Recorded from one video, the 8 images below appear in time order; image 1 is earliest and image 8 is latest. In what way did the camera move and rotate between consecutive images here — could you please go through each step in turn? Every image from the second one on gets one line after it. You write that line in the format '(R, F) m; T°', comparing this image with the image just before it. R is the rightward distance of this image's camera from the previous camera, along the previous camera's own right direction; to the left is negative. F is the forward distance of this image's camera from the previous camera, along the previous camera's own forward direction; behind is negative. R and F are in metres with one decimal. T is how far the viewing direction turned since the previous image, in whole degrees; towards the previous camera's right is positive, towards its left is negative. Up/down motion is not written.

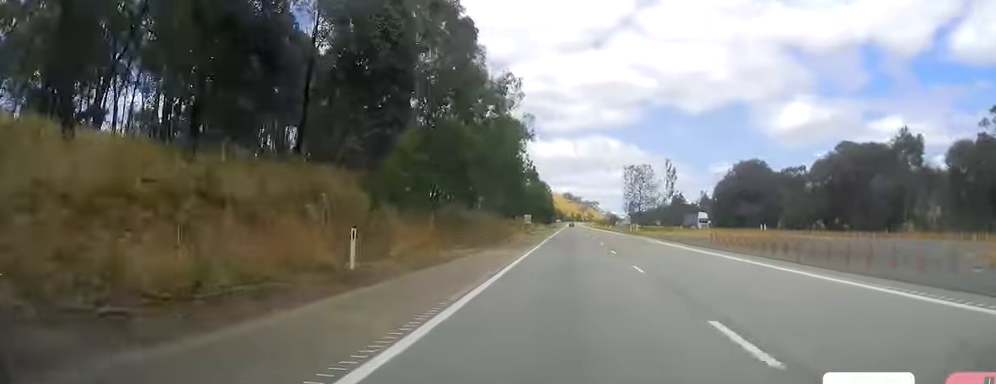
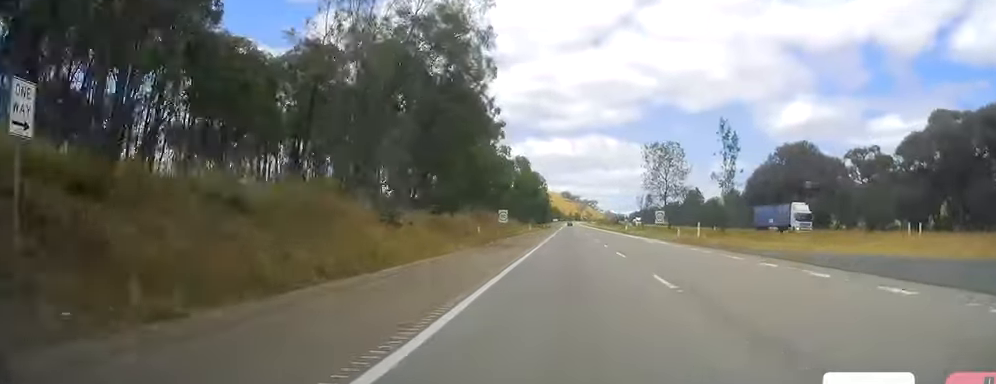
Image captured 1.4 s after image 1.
(-0.5, +40.2) m; -1°
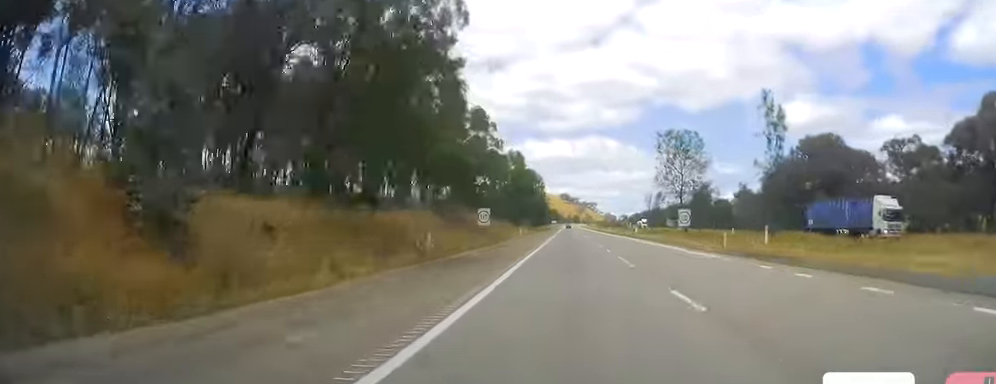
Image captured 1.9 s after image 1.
(0.0, +15.4) m; -1°
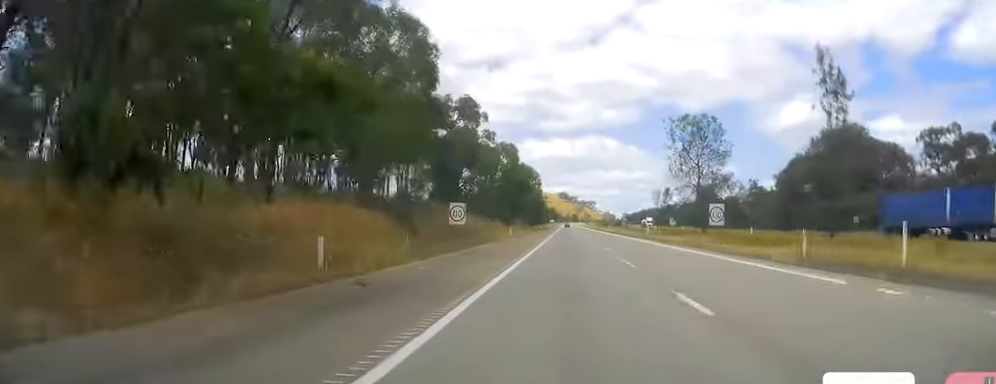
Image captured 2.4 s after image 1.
(+0.2, +12.5) m; -1°
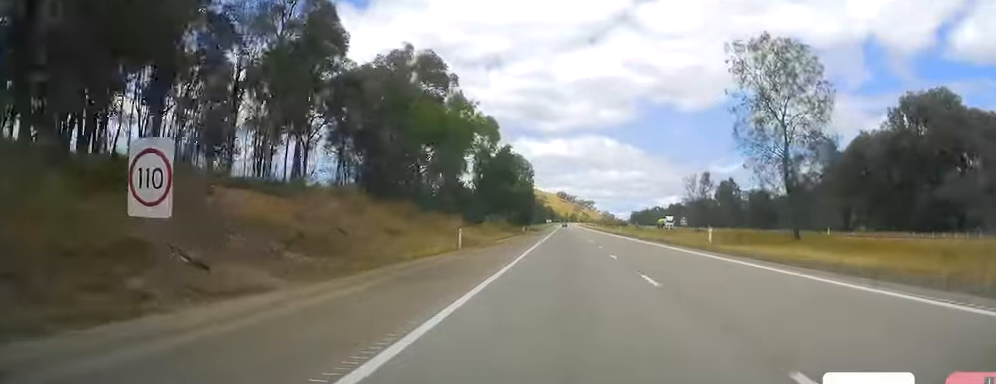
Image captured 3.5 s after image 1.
(-0.8, +31.6) m; +1°
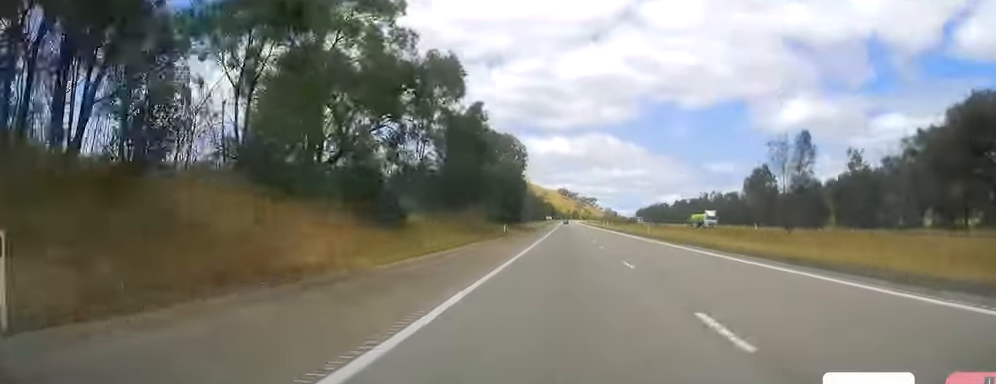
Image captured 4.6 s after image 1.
(+1.5, +31.7) m; +1°
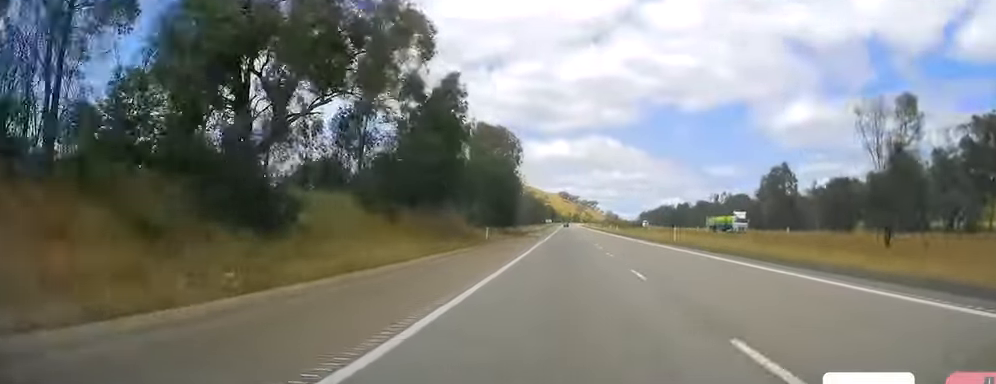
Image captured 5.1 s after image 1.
(-0.3, +14.4) m; -1°
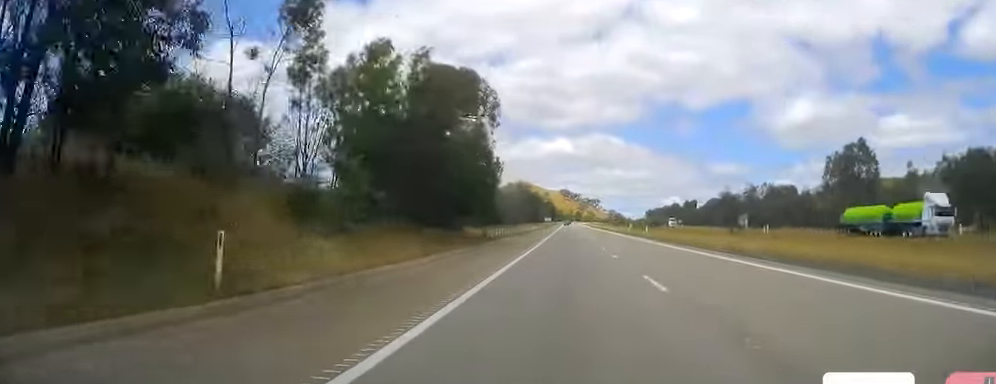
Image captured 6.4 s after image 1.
(-0.5, +39.3) m; 0°
